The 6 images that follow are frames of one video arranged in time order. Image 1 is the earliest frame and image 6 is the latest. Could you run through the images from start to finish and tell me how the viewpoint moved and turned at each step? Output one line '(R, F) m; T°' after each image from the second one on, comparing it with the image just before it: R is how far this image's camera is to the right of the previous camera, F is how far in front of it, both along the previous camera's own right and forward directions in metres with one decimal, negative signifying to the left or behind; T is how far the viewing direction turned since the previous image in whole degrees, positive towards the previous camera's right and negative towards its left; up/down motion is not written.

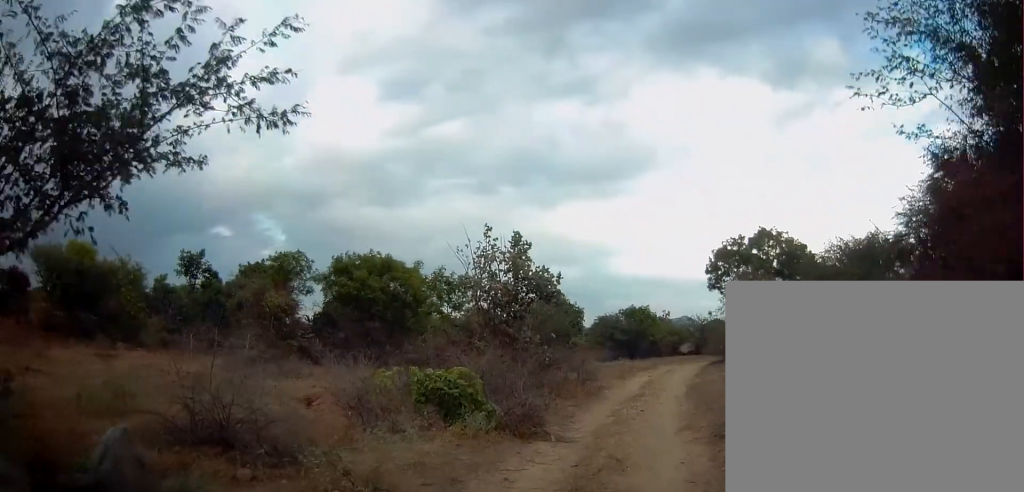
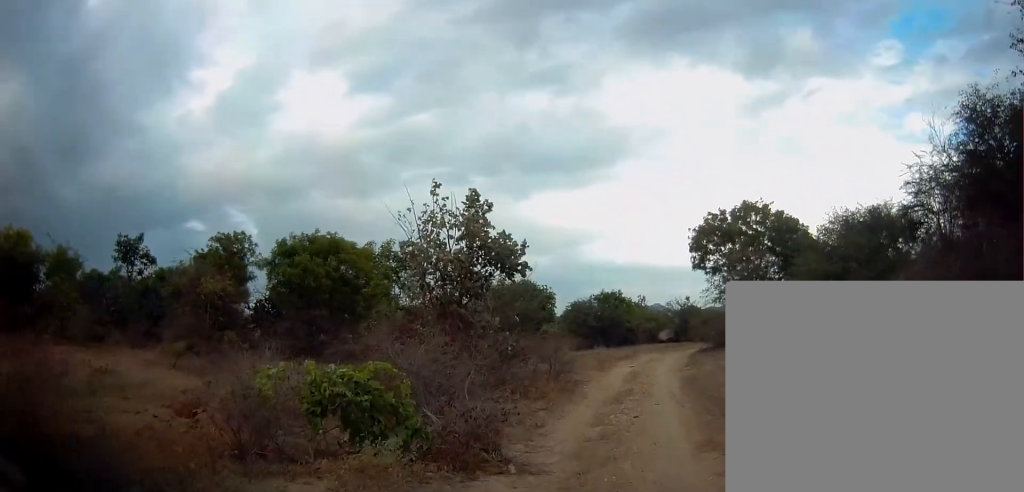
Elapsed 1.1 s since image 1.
(+0.1, +3.4) m; +3°
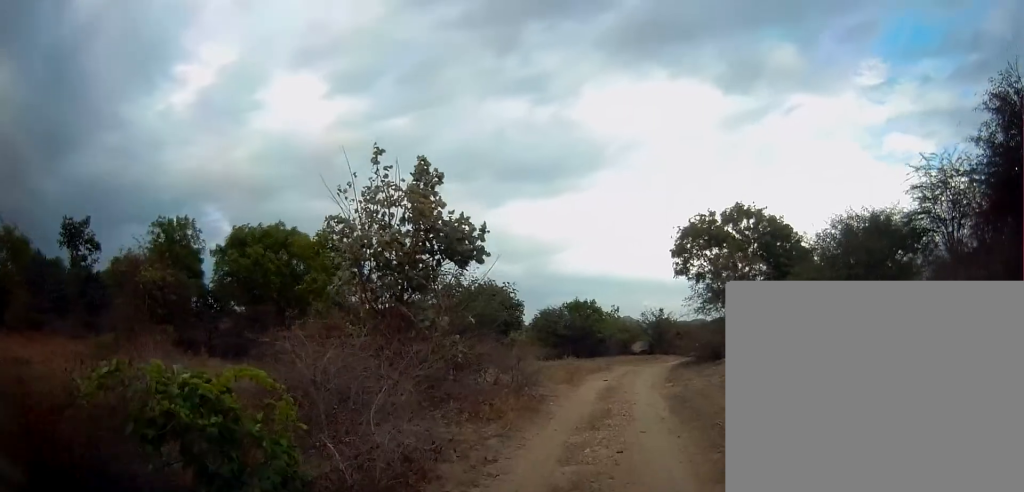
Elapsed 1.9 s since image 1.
(0.0, +2.5) m; +2°
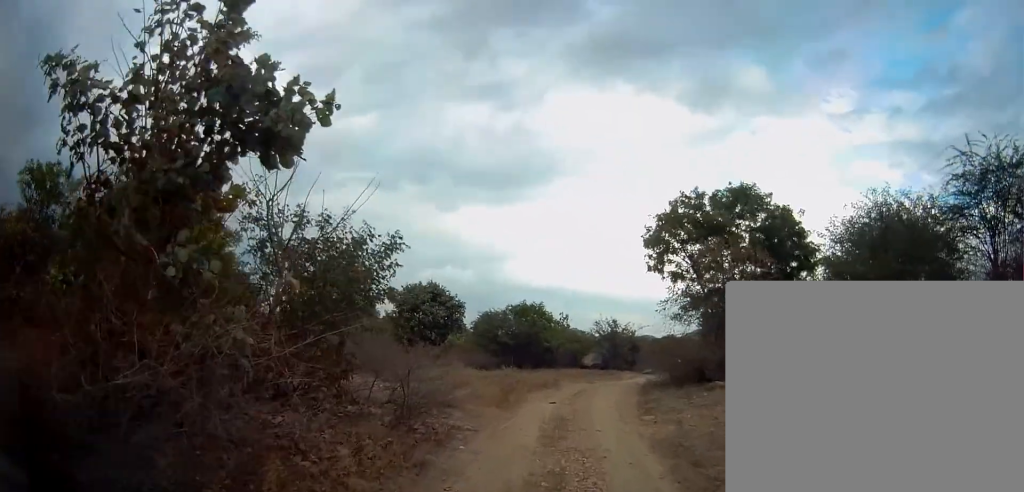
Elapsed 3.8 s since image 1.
(+0.2, +5.5) m; +3°
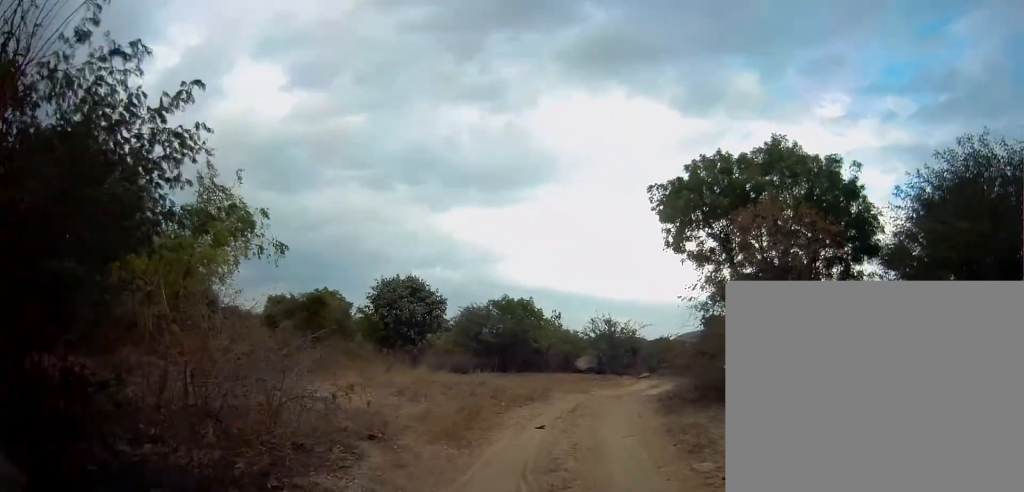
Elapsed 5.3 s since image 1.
(+0.1, +4.6) m; +3°
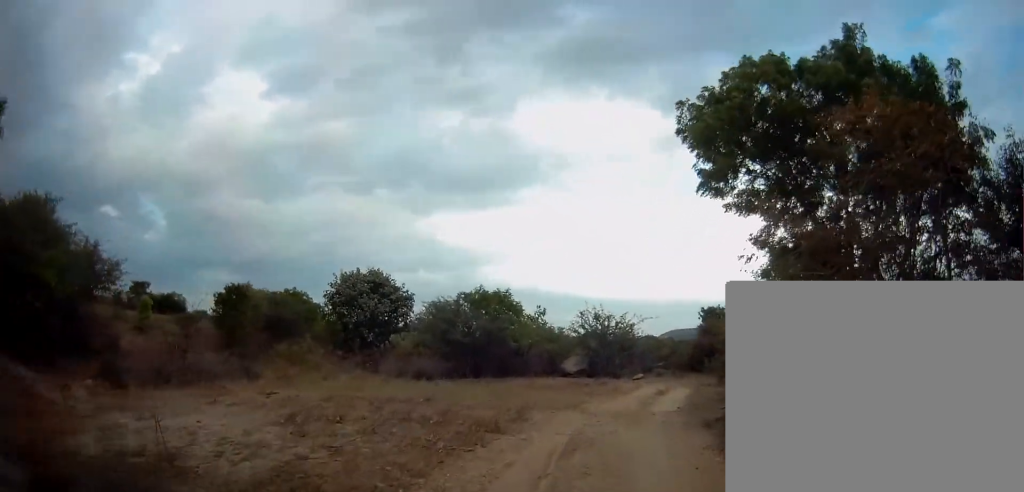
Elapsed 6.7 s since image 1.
(+0.2, +5.5) m; +3°
